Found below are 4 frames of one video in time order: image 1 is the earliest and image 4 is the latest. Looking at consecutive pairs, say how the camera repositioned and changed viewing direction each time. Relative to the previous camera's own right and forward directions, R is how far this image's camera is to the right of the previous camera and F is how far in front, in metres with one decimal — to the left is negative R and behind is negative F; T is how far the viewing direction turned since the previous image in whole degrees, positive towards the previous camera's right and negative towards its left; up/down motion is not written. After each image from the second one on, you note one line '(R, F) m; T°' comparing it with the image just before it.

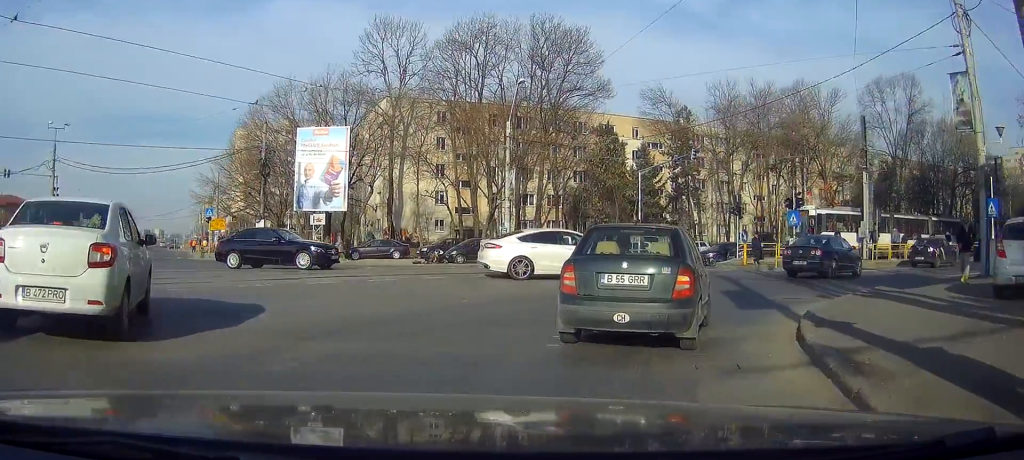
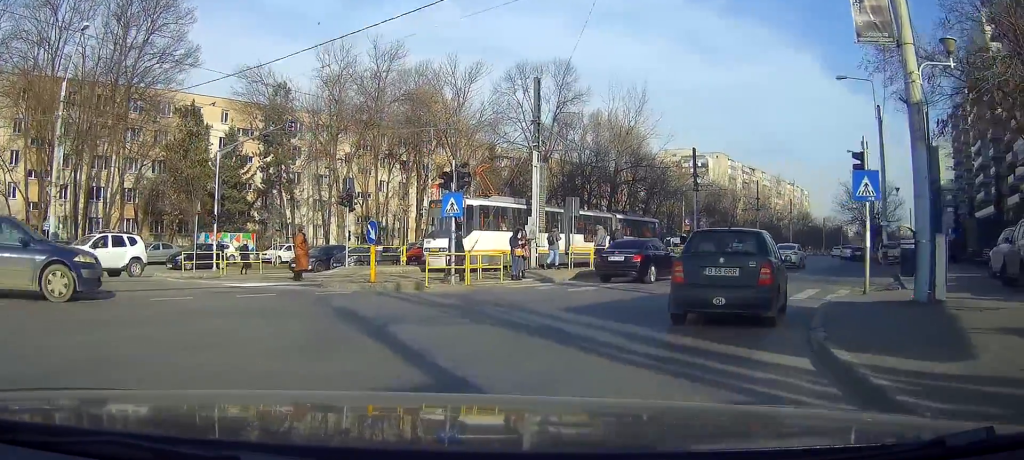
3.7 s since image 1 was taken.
(+3.6, +12.6) m; +35°
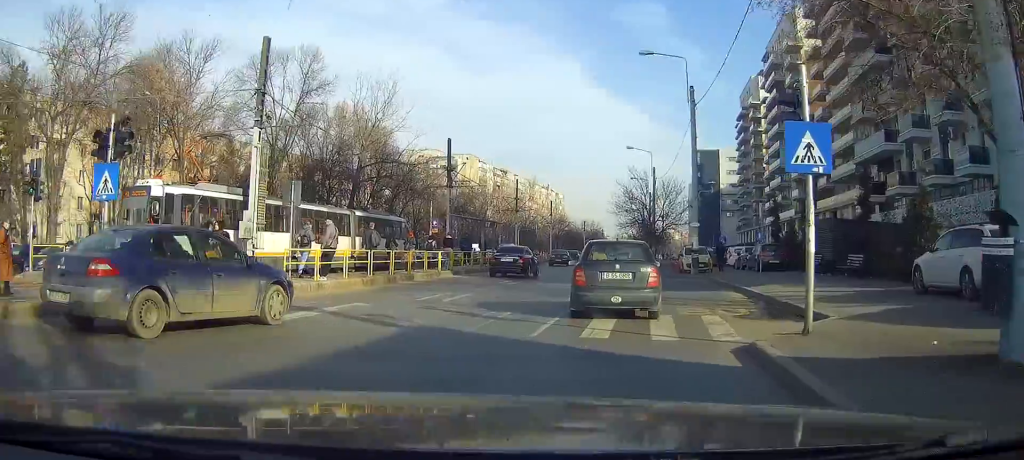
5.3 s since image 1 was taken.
(+0.9, +6.2) m; +17°
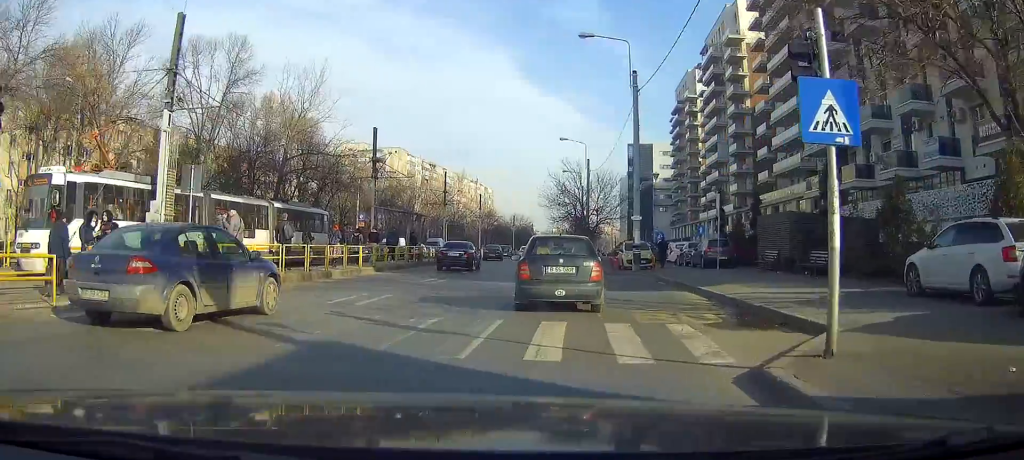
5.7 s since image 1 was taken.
(0.0, +2.0) m; +5°
